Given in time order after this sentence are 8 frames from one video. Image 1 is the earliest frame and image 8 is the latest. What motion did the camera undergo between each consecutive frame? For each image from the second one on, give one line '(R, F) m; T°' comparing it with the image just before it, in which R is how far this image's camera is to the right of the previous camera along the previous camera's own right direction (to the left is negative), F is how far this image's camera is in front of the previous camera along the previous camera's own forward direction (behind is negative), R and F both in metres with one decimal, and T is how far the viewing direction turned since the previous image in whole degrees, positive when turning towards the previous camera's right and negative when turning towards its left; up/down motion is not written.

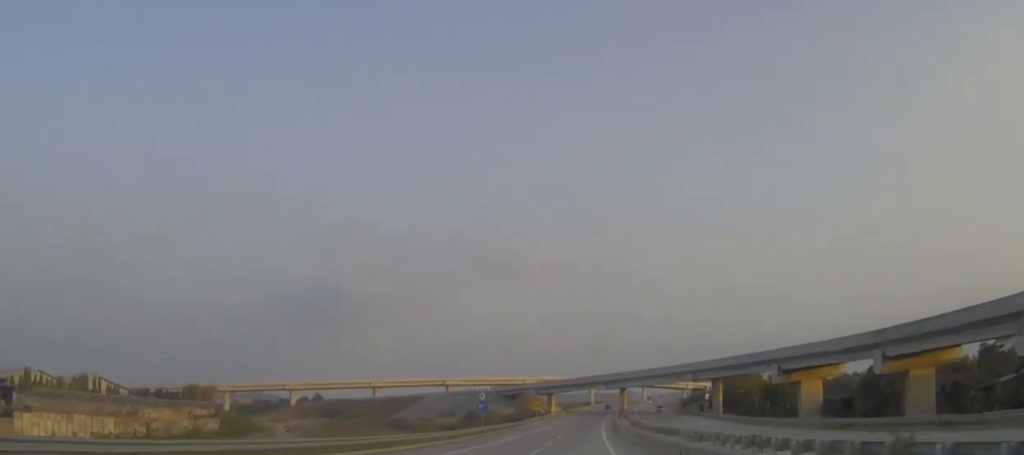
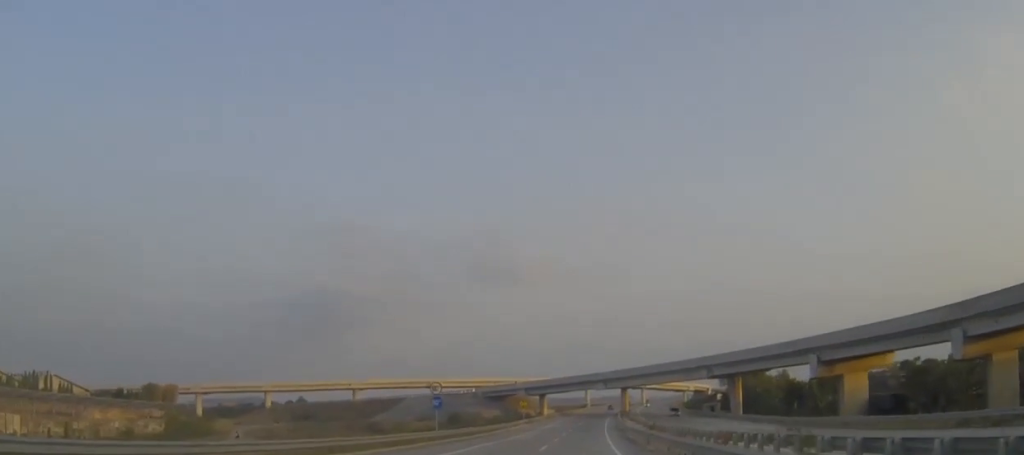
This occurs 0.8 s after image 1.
(+0.1, +22.0) m; 0°
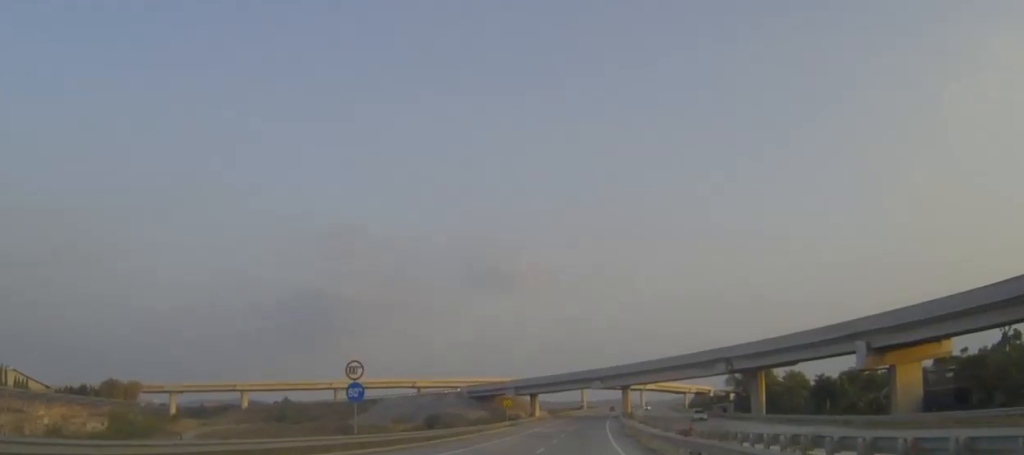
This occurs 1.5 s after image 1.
(0.0, +18.5) m; 0°
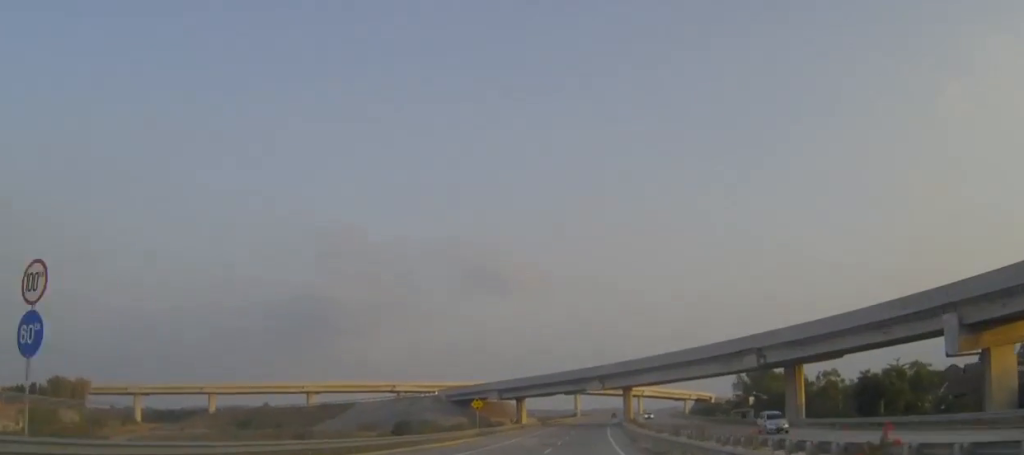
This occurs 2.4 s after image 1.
(+0.1, +22.1) m; 0°
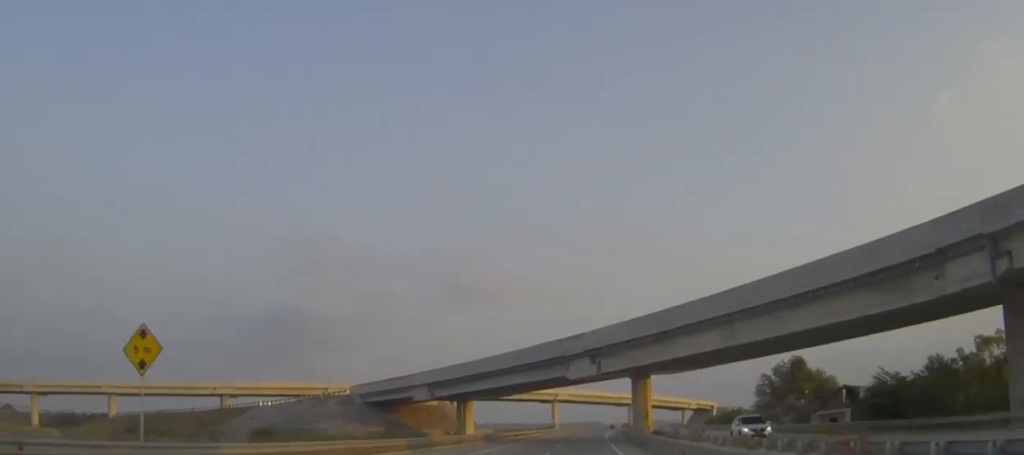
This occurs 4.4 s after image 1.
(+0.5, +53.1) m; +1°
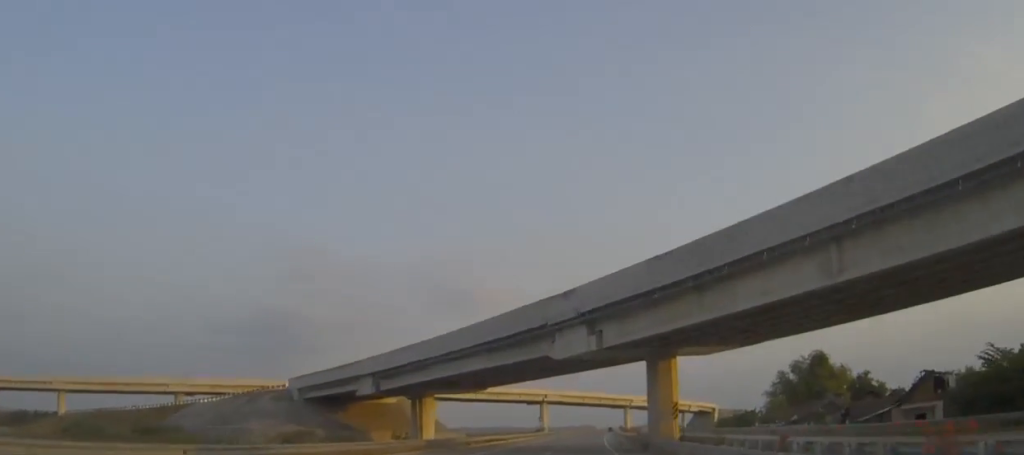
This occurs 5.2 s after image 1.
(+0.1, +22.2) m; +1°
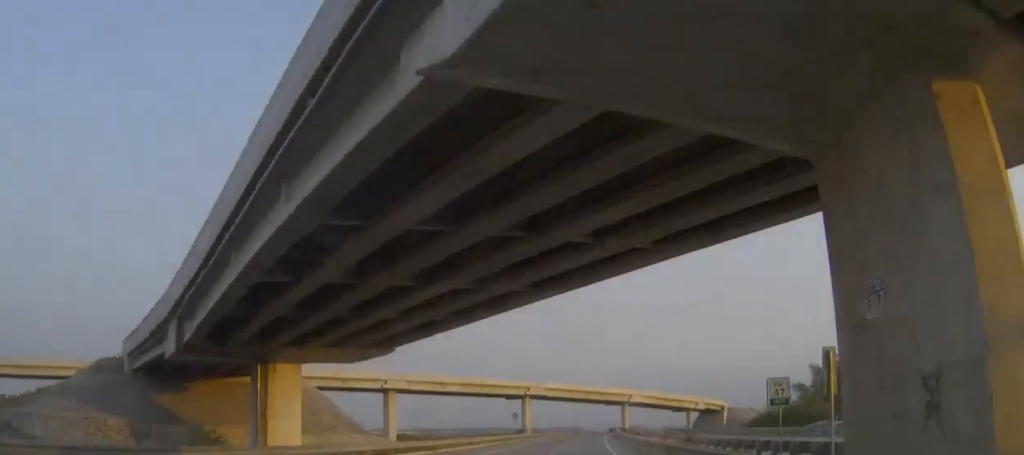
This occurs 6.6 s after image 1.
(+0.4, +36.1) m; +1°
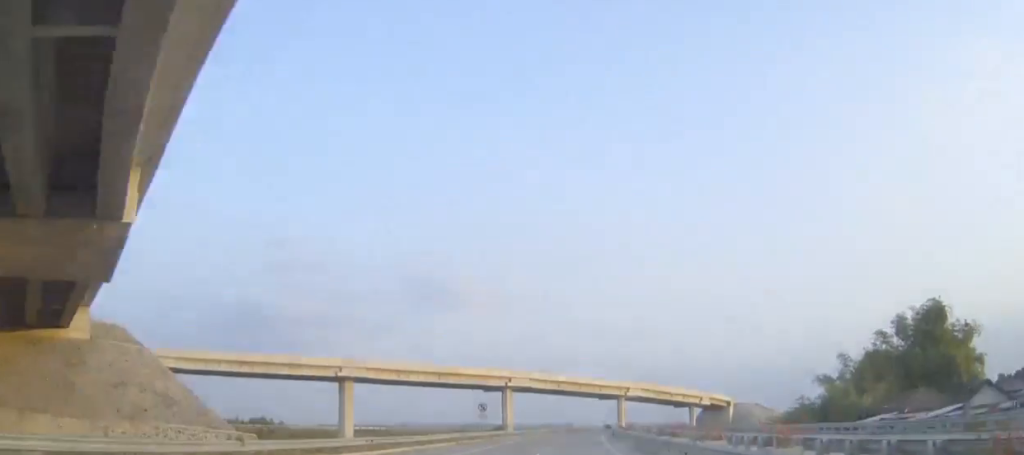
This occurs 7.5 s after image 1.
(+0.2, +25.2) m; +1°
